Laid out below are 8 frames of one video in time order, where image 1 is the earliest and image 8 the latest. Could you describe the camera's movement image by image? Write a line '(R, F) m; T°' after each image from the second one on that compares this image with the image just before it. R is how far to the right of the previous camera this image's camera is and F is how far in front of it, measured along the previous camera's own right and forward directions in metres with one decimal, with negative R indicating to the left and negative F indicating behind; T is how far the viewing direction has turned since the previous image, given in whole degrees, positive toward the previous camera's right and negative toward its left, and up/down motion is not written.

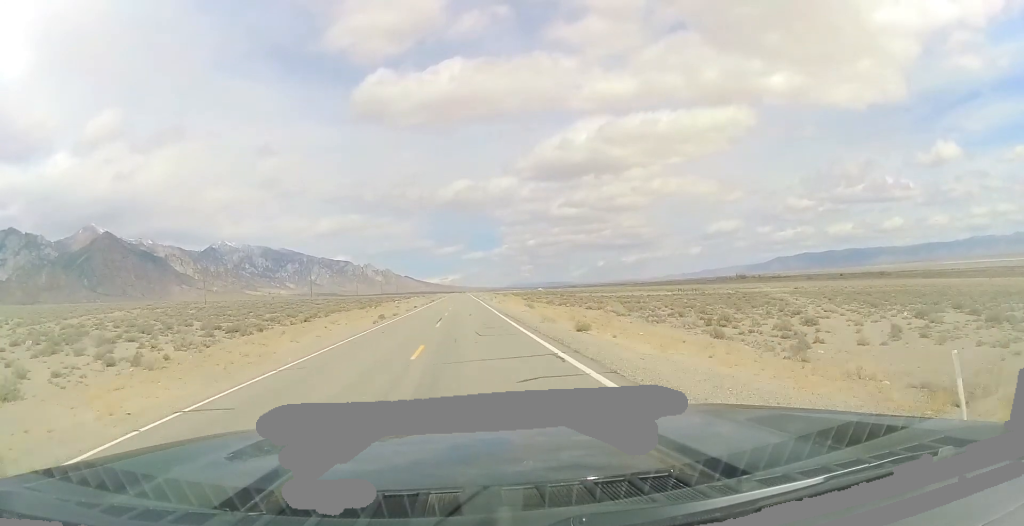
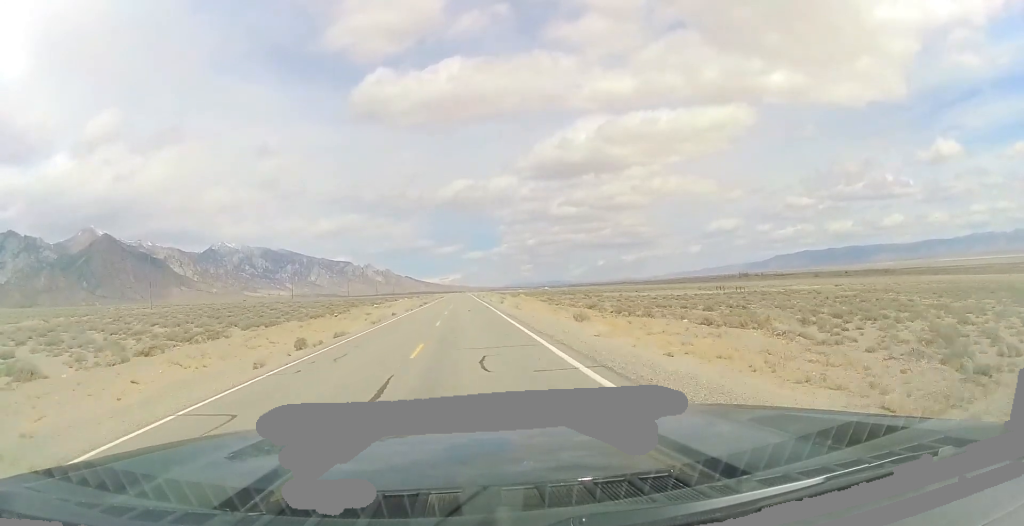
(0.0, +24.0) m; 0°
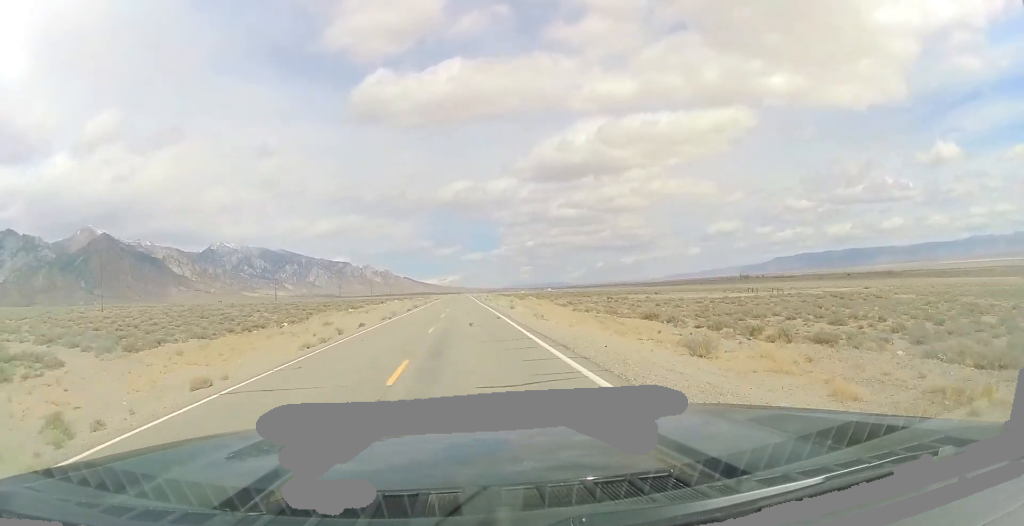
(+0.1, +16.0) m; 0°
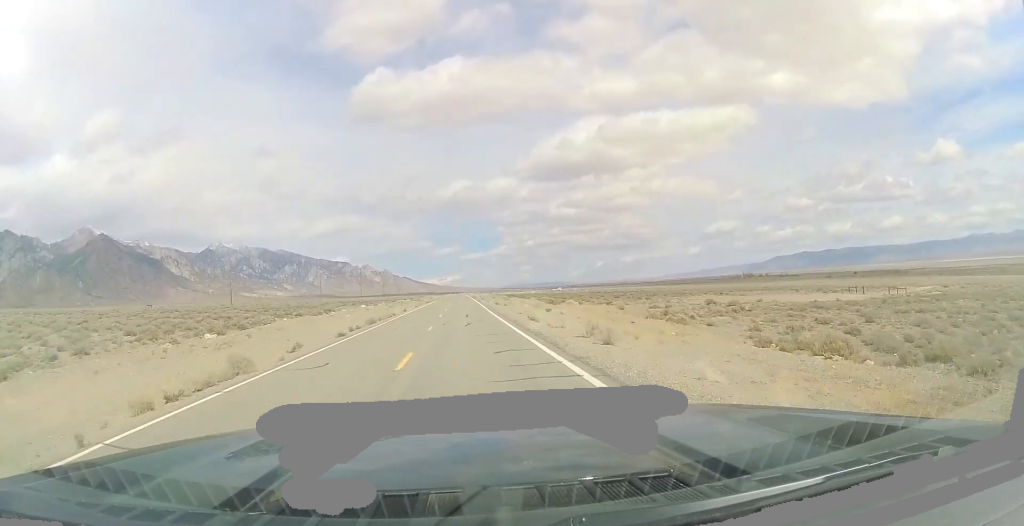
(0.0, +34.4) m; 0°
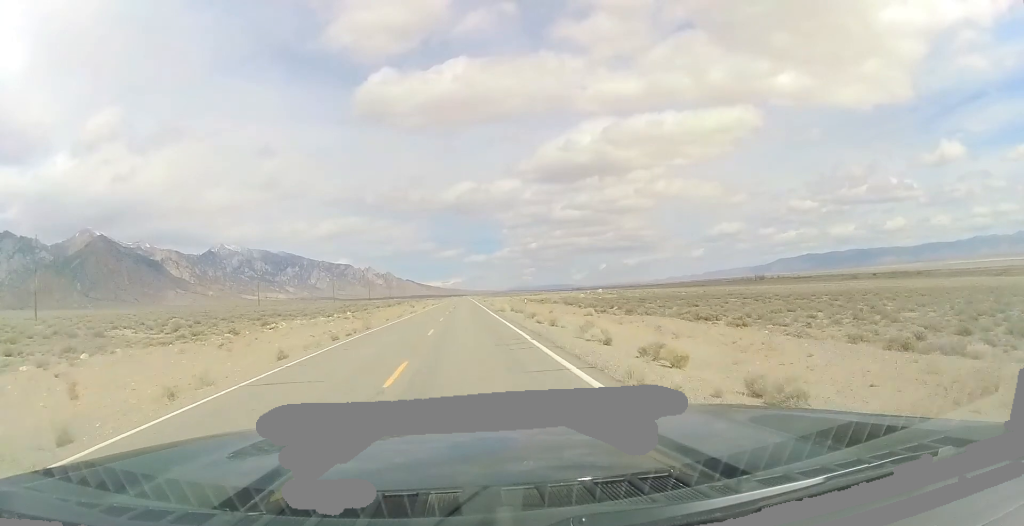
(-0.4, +74.9) m; -1°
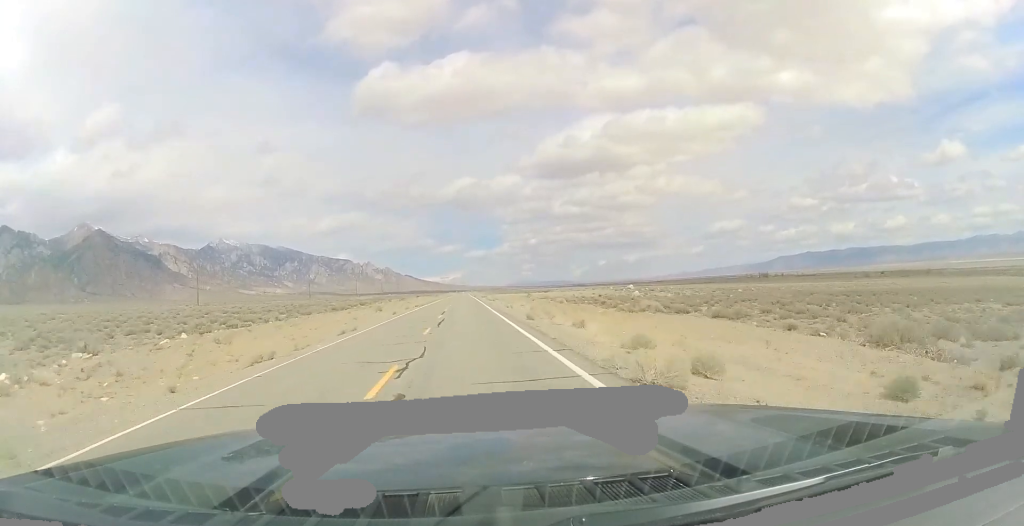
(0.0, +38.0) m; -1°
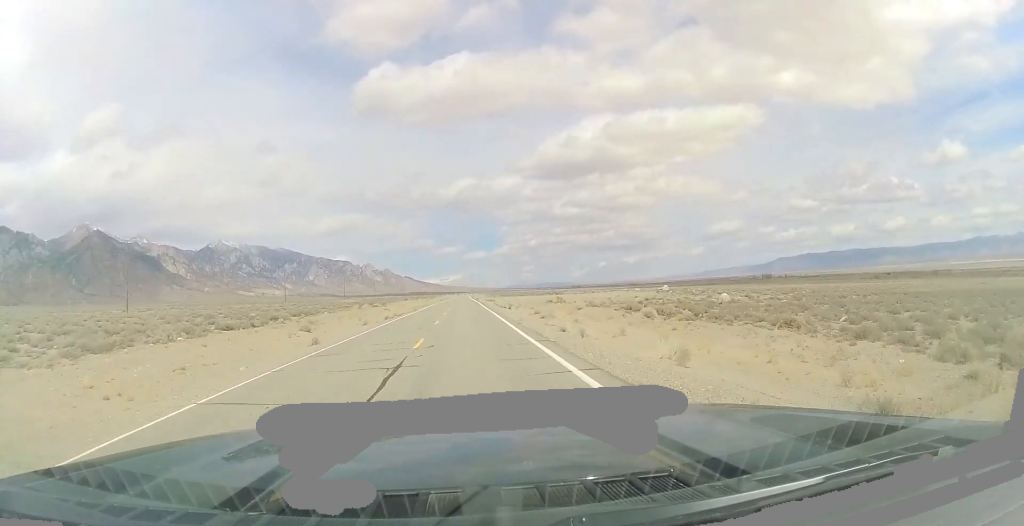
(-0.4, +28.6) m; -1°
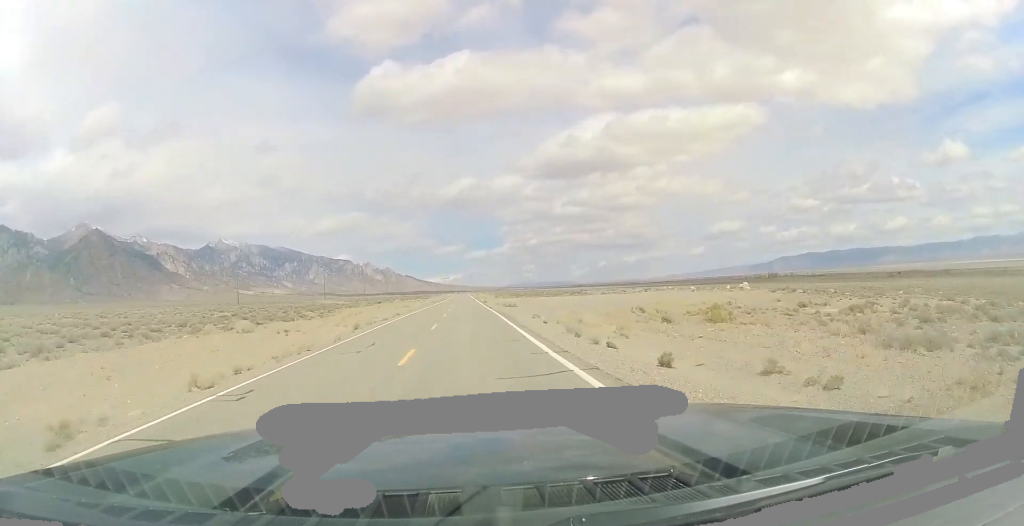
(+0.4, +40.1) m; +1°
